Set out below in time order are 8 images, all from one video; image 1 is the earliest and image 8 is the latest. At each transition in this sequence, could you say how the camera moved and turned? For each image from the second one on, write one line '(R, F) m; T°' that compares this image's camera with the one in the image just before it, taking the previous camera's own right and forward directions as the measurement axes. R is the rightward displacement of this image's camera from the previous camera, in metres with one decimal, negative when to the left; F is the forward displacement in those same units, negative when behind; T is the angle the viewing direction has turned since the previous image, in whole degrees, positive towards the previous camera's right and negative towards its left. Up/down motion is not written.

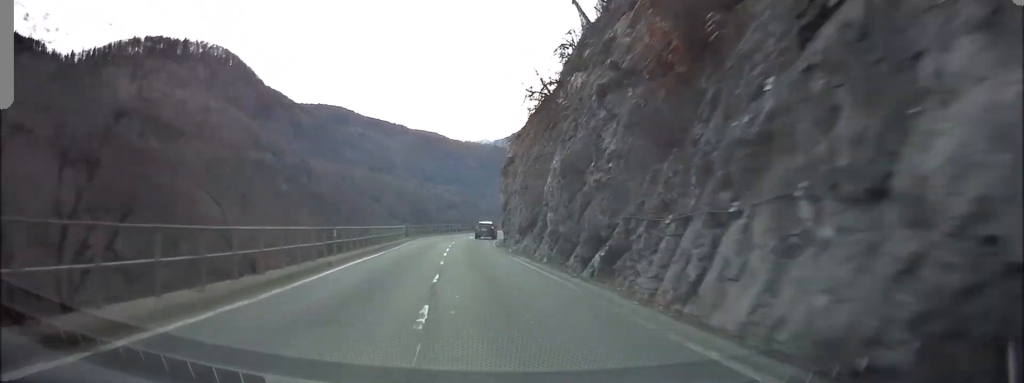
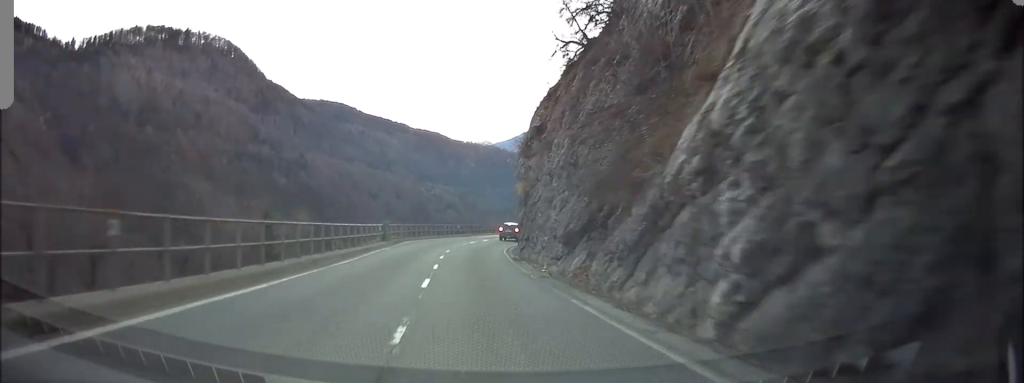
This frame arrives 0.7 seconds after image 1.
(-0.6, +12.4) m; -2°
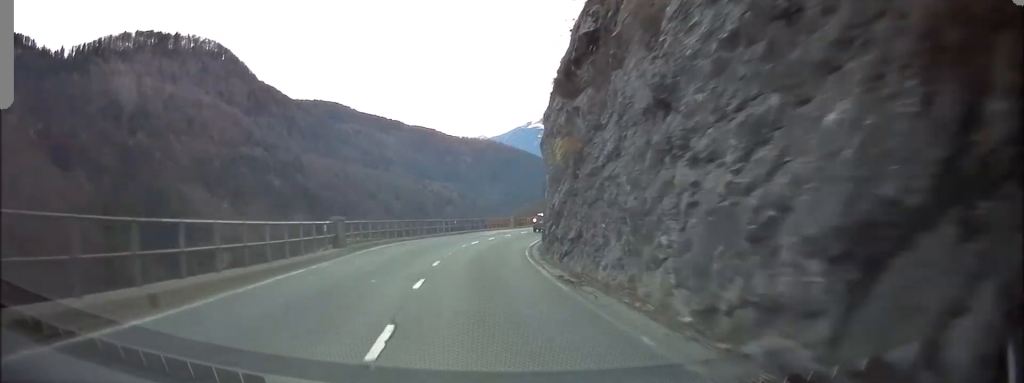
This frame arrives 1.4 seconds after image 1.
(-0.1, +11.5) m; +2°
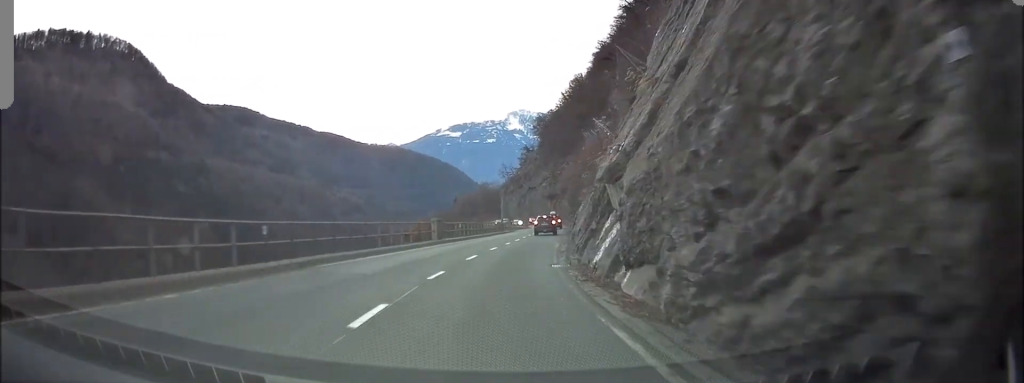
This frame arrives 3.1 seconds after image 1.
(+1.8, +30.2) m; +8°
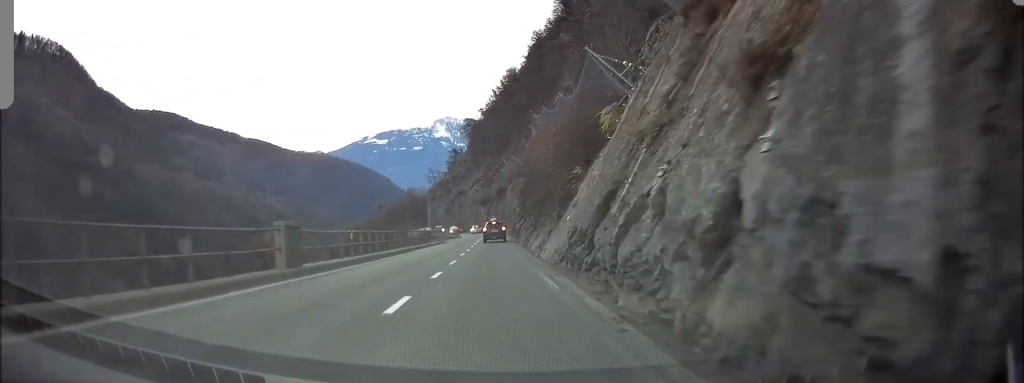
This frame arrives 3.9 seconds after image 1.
(+0.1, +16.3) m; +8°
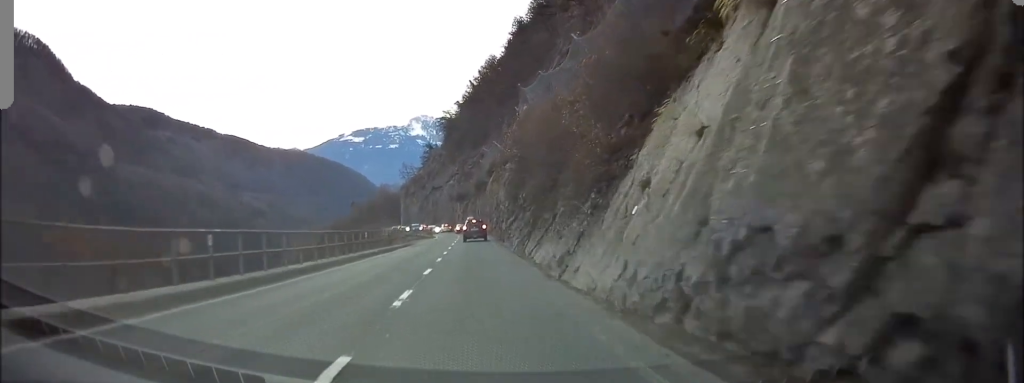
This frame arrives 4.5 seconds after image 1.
(+1.5, +10.3) m; +5°
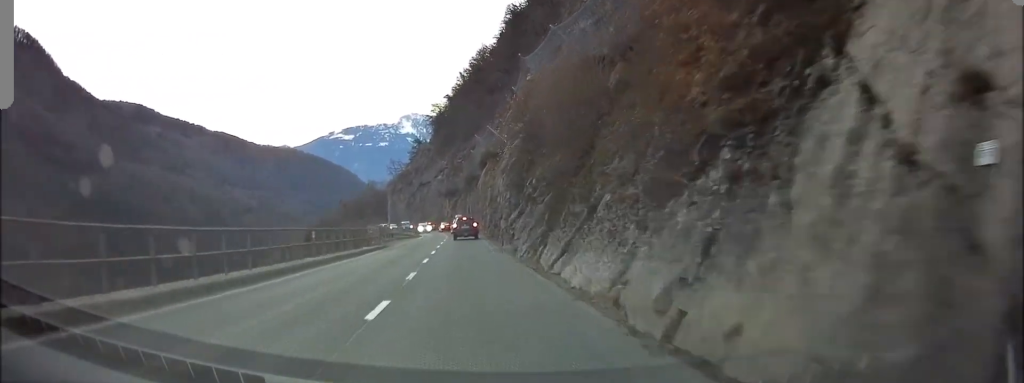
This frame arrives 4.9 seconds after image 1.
(+0.5, +8.5) m; +3°
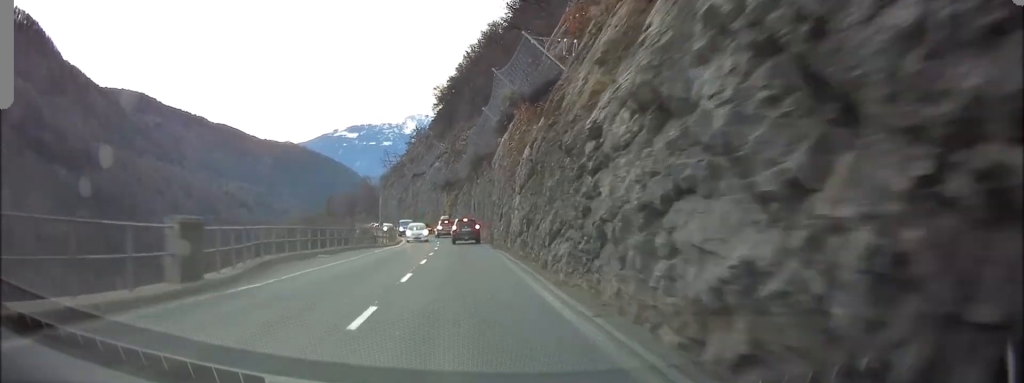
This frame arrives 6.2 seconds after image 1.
(-0.4, +25.4) m; -1°
